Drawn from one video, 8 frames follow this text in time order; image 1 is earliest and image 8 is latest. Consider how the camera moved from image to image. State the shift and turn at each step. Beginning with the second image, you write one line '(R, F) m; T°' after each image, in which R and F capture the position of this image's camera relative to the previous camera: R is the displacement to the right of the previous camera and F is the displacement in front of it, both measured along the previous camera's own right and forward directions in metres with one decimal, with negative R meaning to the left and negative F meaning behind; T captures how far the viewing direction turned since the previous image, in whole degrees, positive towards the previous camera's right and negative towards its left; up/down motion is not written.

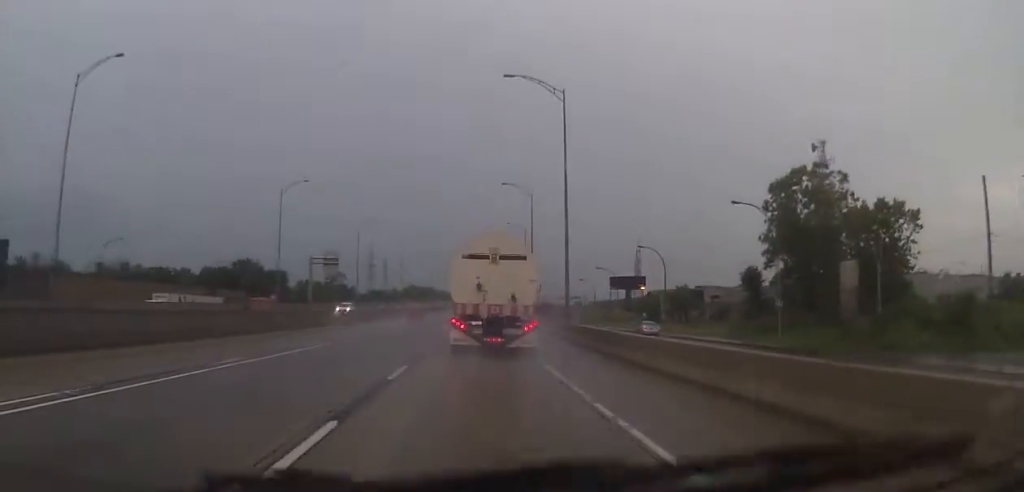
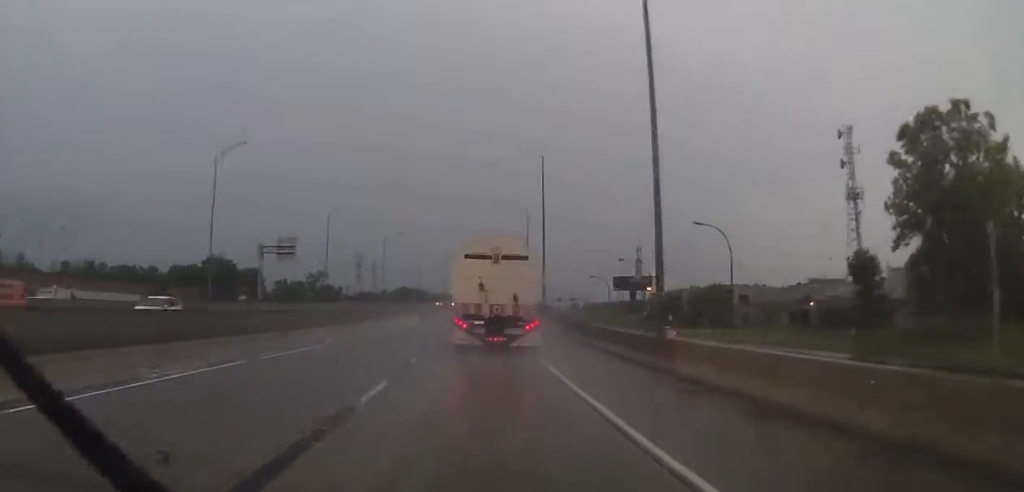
(0.0, +22.1) m; +1°
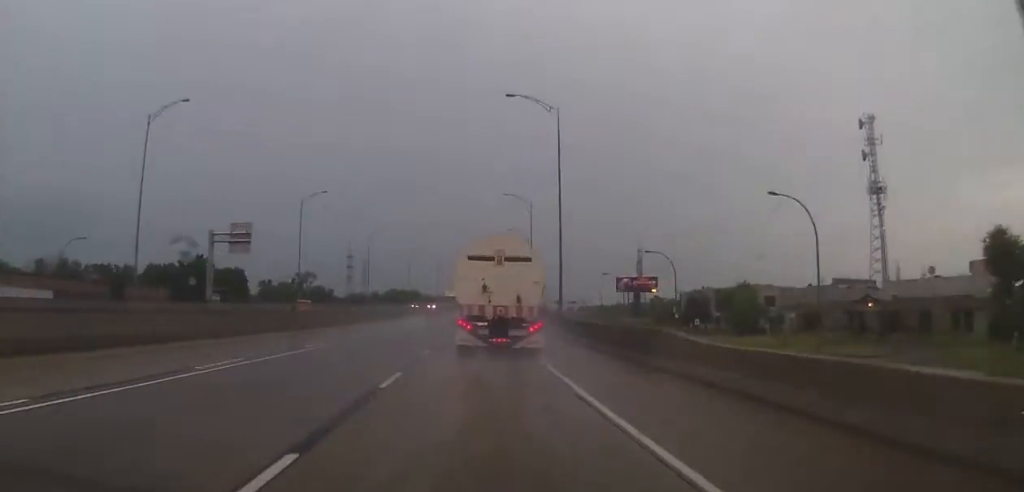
(+0.2, +15.3) m; +1°
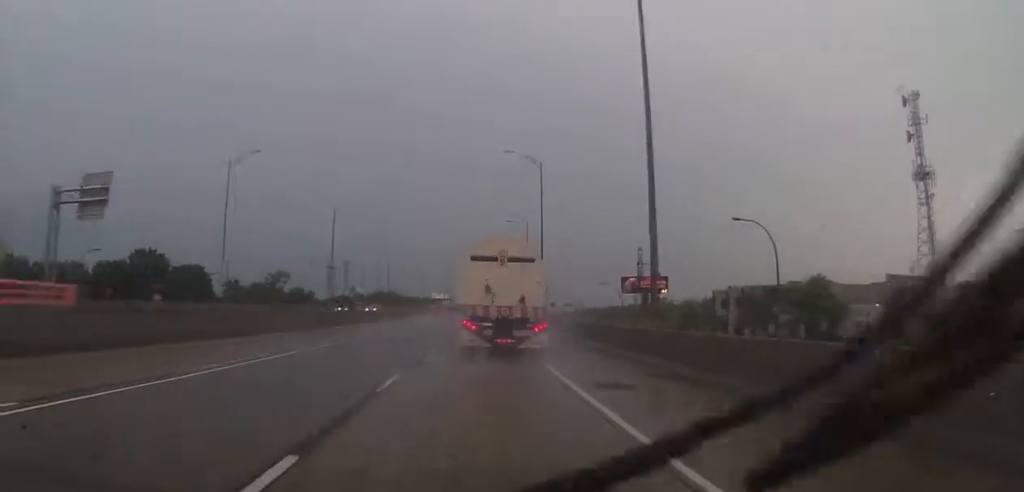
(+0.1, +27.2) m; 0°
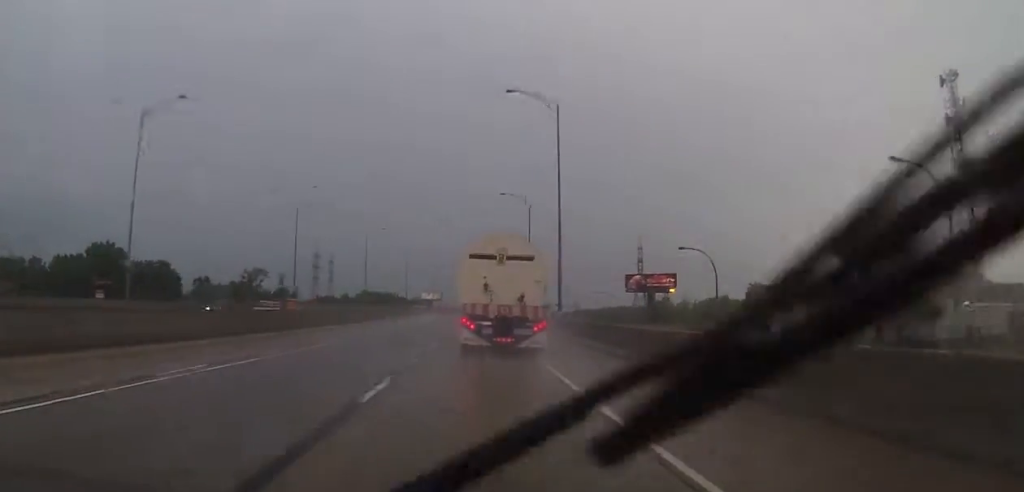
(-0.1, +19.6) m; +1°
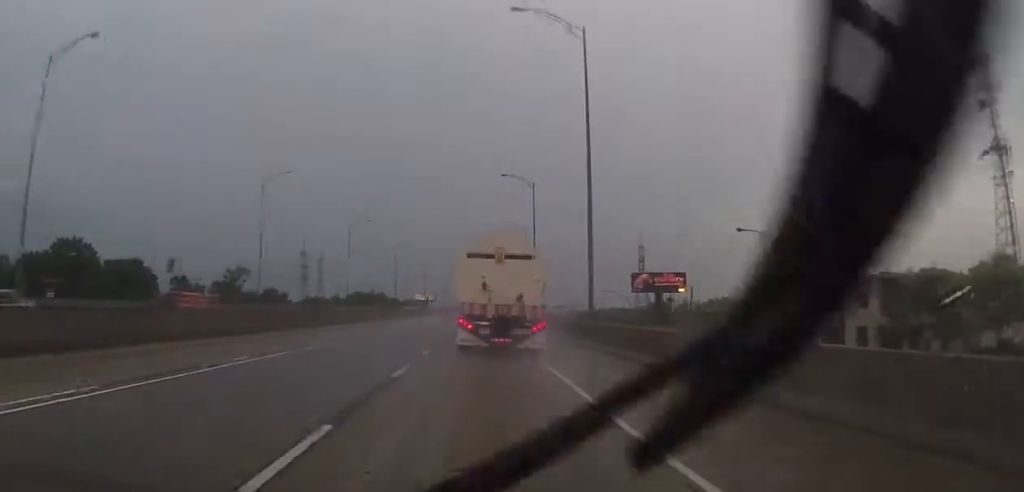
(+0.2, +14.1) m; 0°
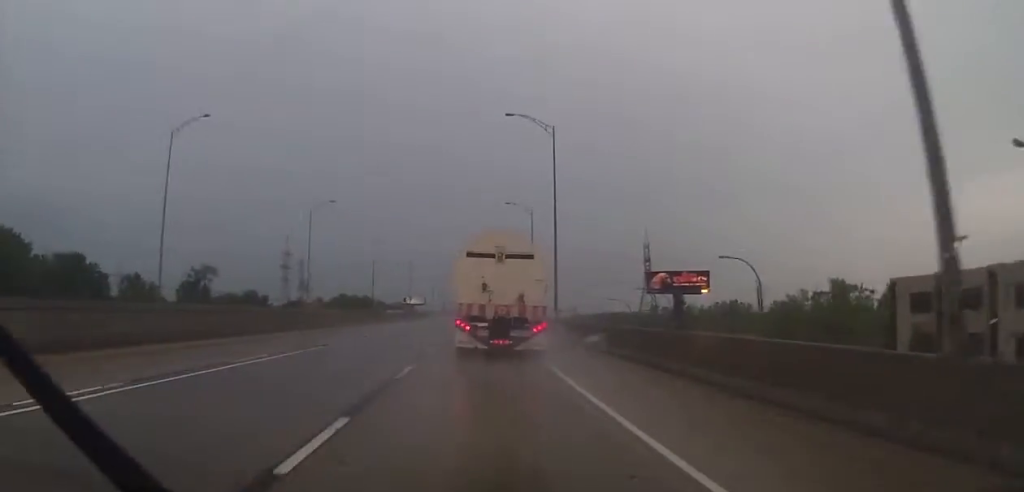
(-0.1, +26.1) m; +1°
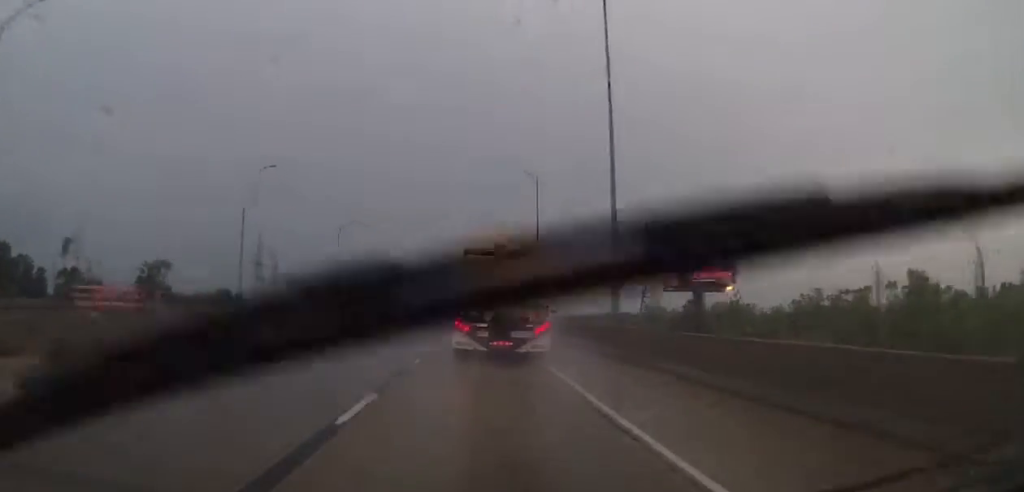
(+0.4, +25.4) m; +2°
